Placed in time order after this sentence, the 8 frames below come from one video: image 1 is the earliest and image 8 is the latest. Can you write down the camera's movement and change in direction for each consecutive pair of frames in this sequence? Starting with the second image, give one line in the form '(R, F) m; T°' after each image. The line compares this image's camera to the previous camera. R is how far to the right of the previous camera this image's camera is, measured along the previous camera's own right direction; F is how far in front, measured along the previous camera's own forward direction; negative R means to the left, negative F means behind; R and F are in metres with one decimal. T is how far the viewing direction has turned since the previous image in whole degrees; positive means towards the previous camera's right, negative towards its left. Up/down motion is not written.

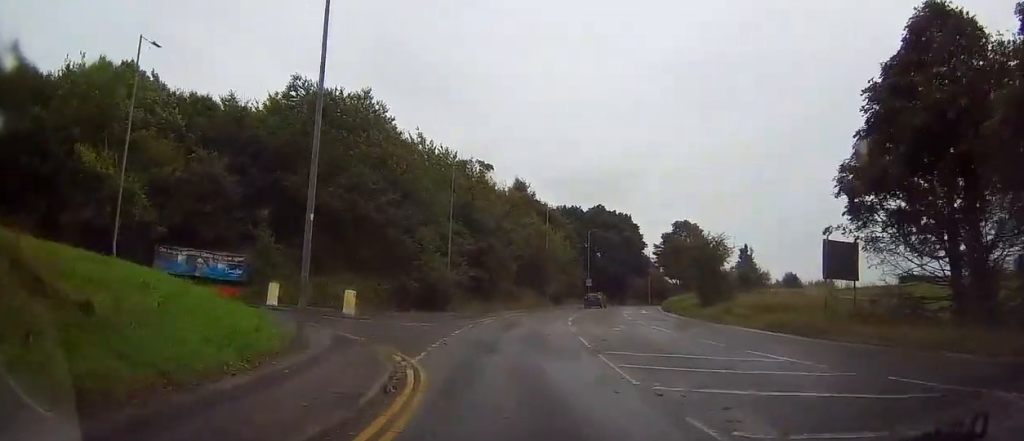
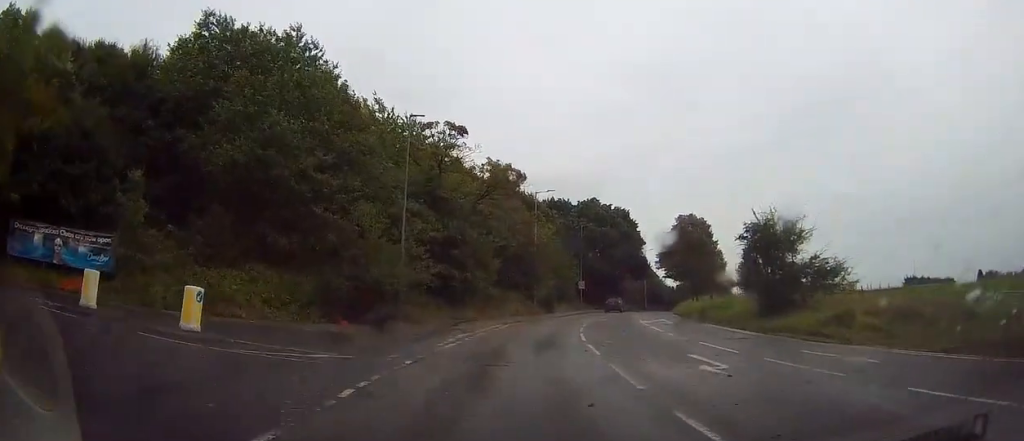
(+0.7, +12.8) m; +5°
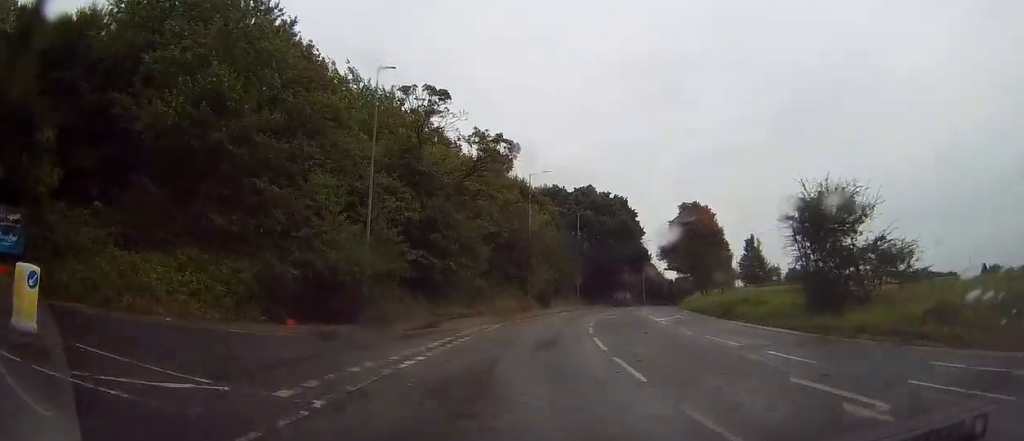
(+0.1, +5.7) m; 0°
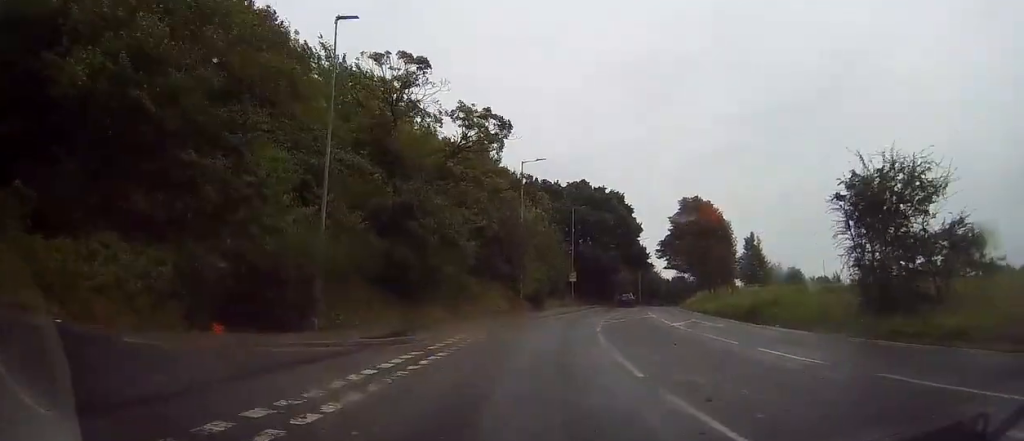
(0.0, +4.9) m; +1°
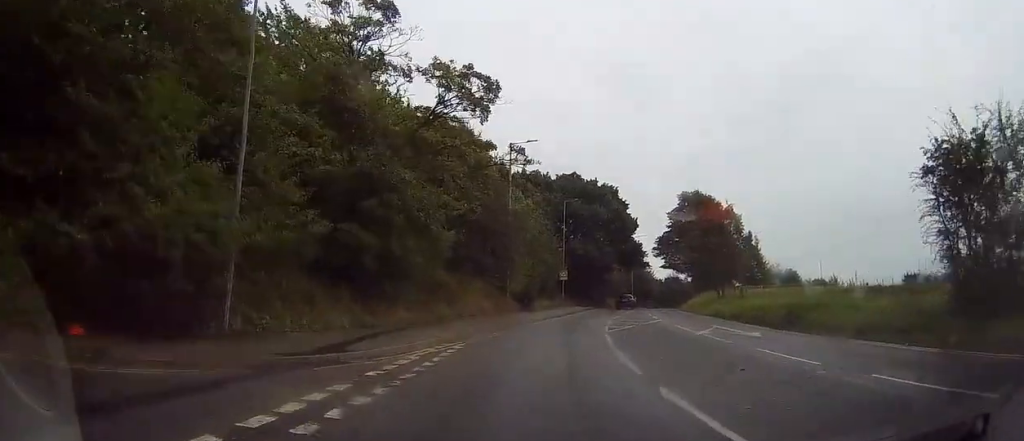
(-0.2, +5.6) m; +1°
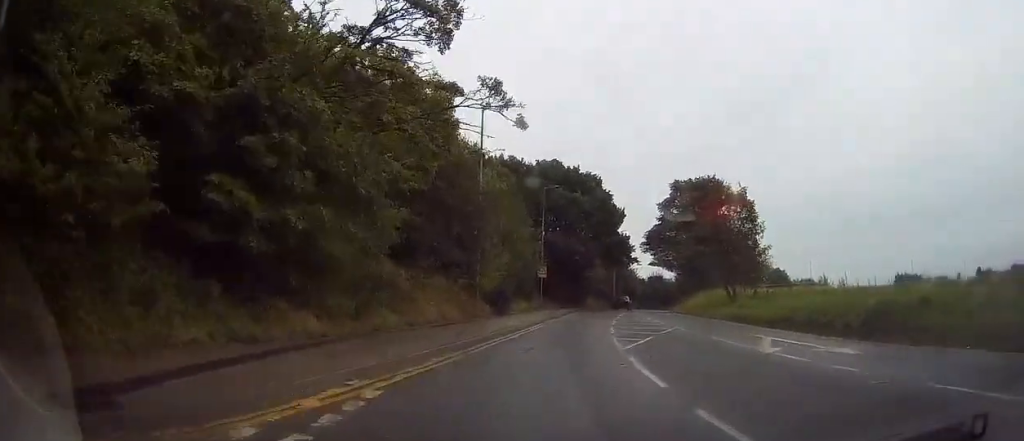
(+0.4, +7.7) m; +3°
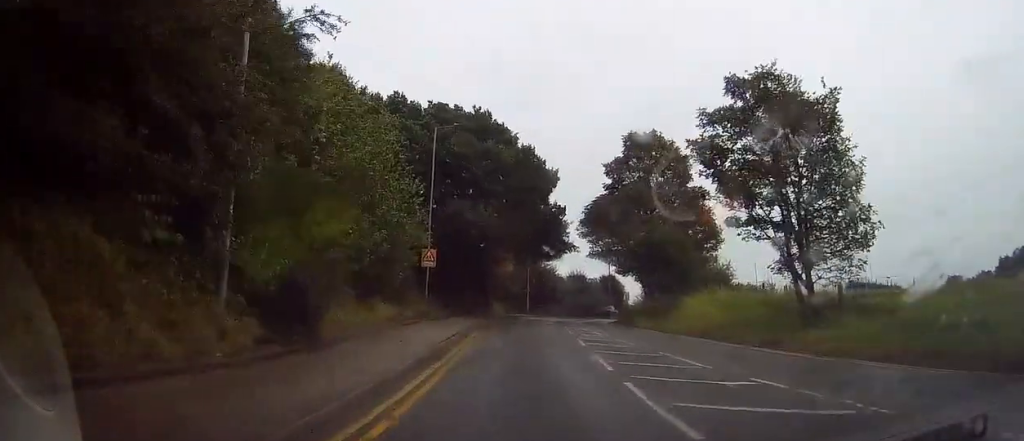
(+1.0, +21.3) m; +6°
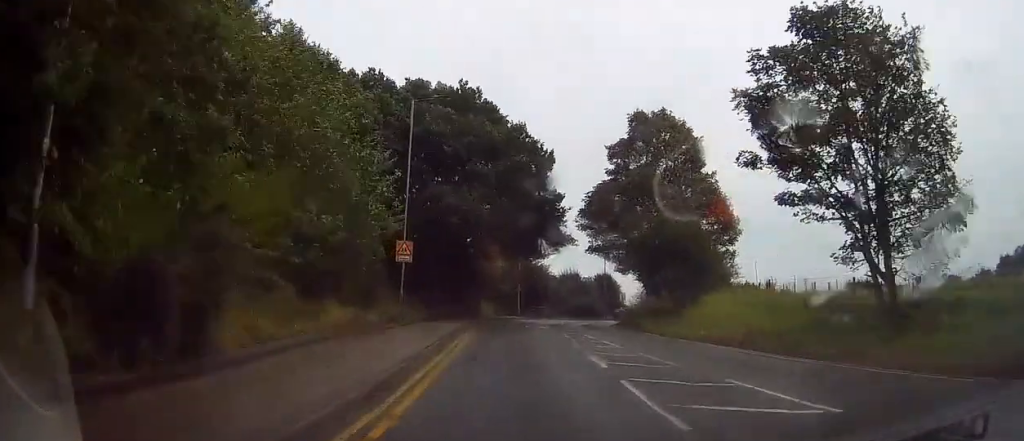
(+0.1, +5.3) m; +2°
